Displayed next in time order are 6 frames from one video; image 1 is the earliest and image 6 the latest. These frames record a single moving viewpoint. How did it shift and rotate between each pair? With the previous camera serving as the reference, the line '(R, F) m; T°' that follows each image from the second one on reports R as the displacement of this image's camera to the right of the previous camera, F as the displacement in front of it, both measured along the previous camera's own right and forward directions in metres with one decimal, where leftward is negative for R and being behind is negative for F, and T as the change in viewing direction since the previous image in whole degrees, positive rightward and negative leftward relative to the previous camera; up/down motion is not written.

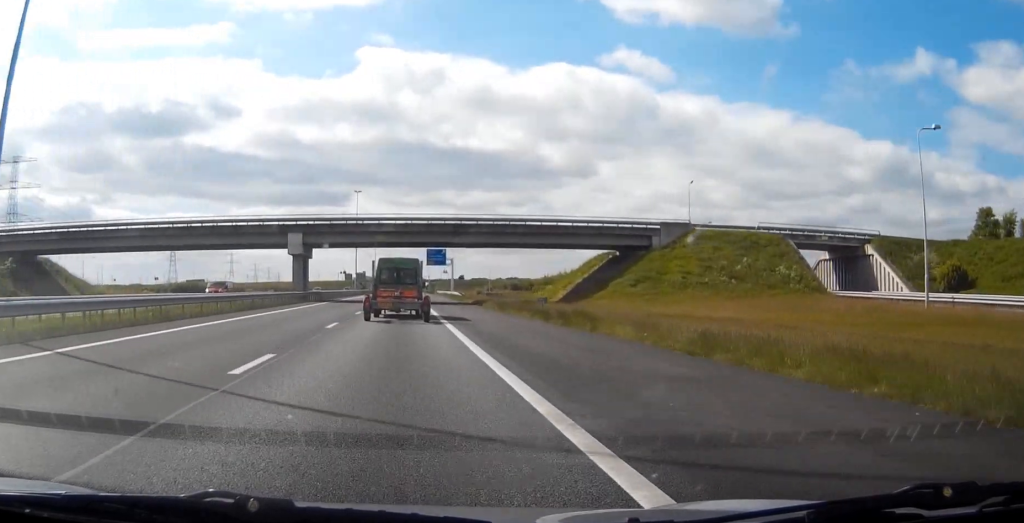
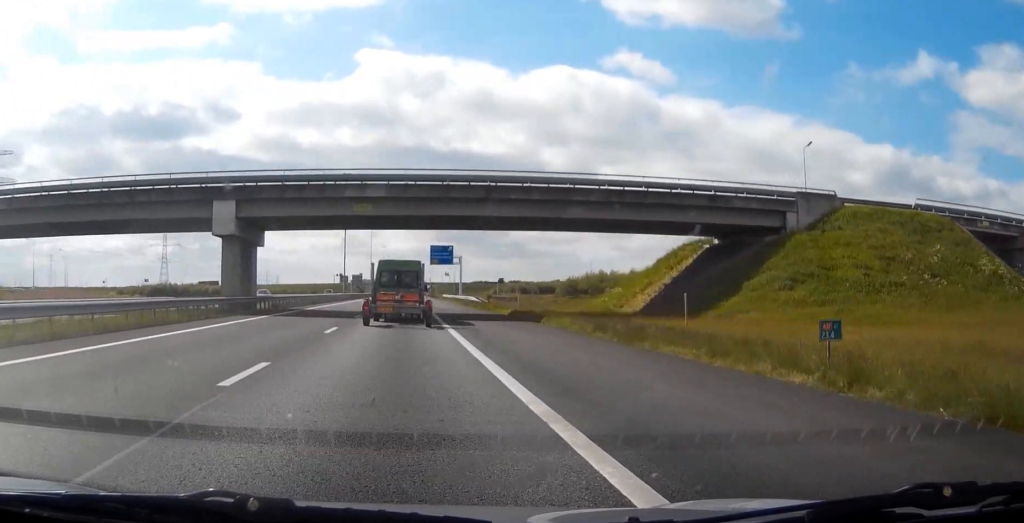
(0.0, +24.6) m; 0°
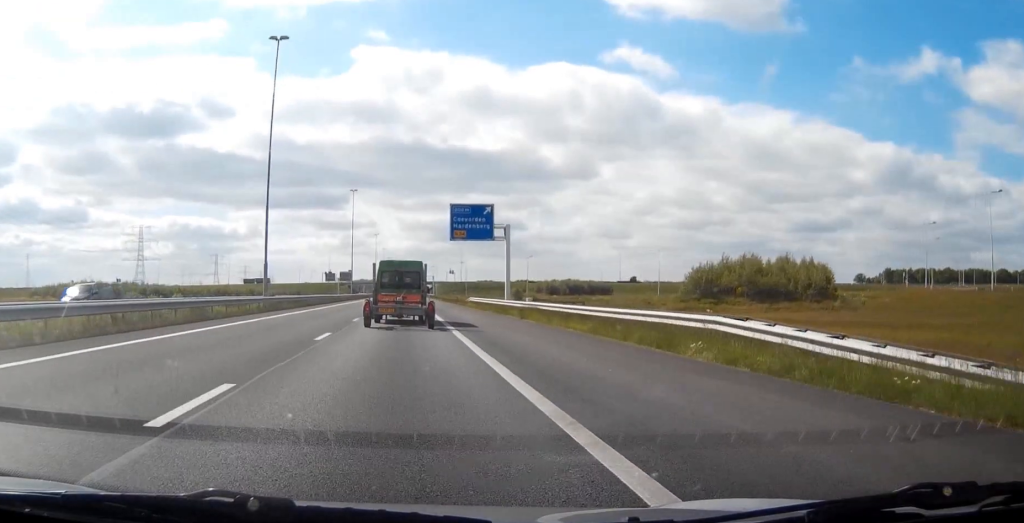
(-0.9, +61.8) m; -1°
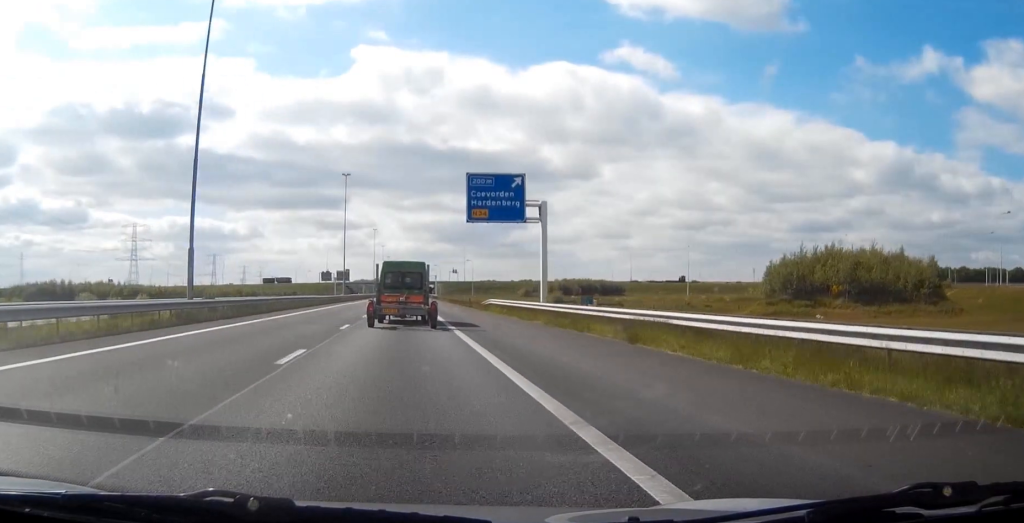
(+0.1, +18.2) m; 0°
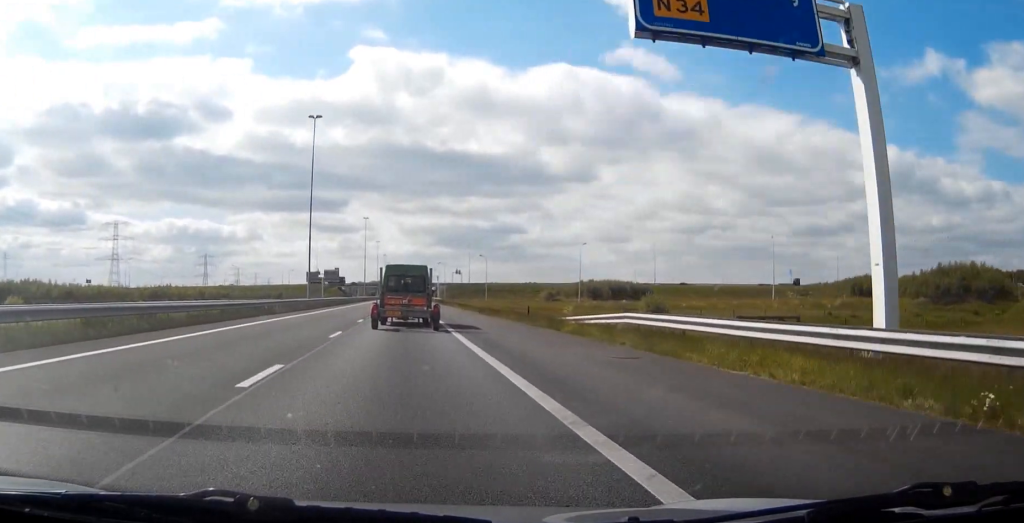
(+0.1, +39.2) m; +1°
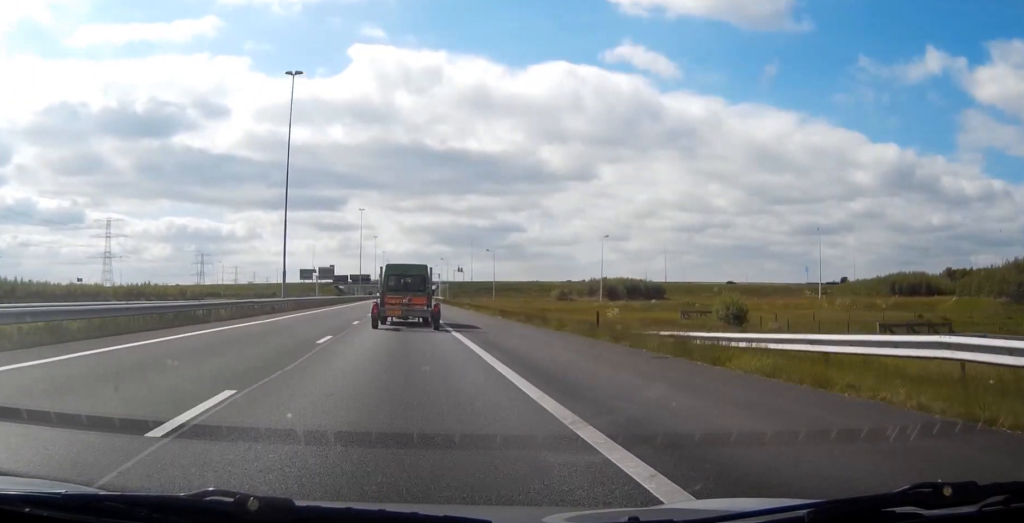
(+0.1, +15.0) m; 0°
